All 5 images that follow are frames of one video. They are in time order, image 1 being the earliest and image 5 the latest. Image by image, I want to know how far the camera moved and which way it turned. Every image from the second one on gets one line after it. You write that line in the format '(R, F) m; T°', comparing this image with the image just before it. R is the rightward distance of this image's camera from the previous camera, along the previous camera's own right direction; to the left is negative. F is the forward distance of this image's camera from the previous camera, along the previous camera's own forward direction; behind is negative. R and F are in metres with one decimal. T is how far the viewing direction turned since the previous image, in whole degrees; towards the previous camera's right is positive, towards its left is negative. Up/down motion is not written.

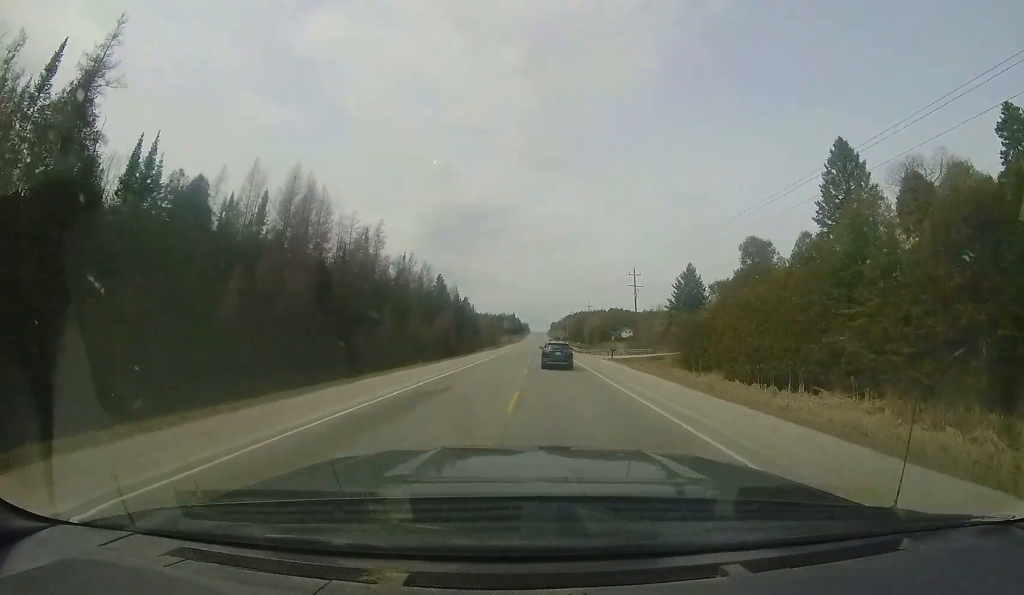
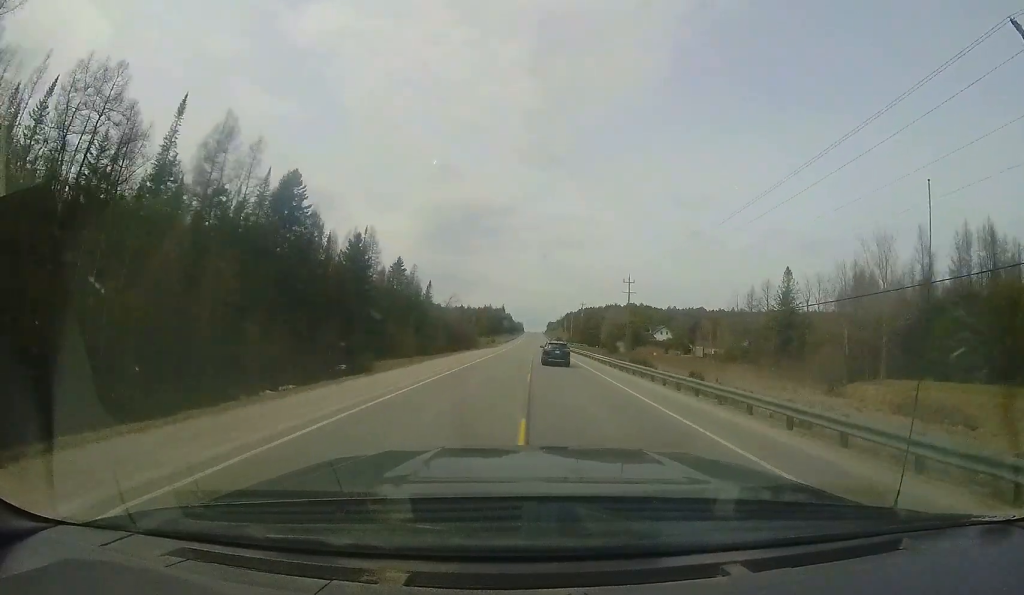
(+1.1, +57.7) m; +5°
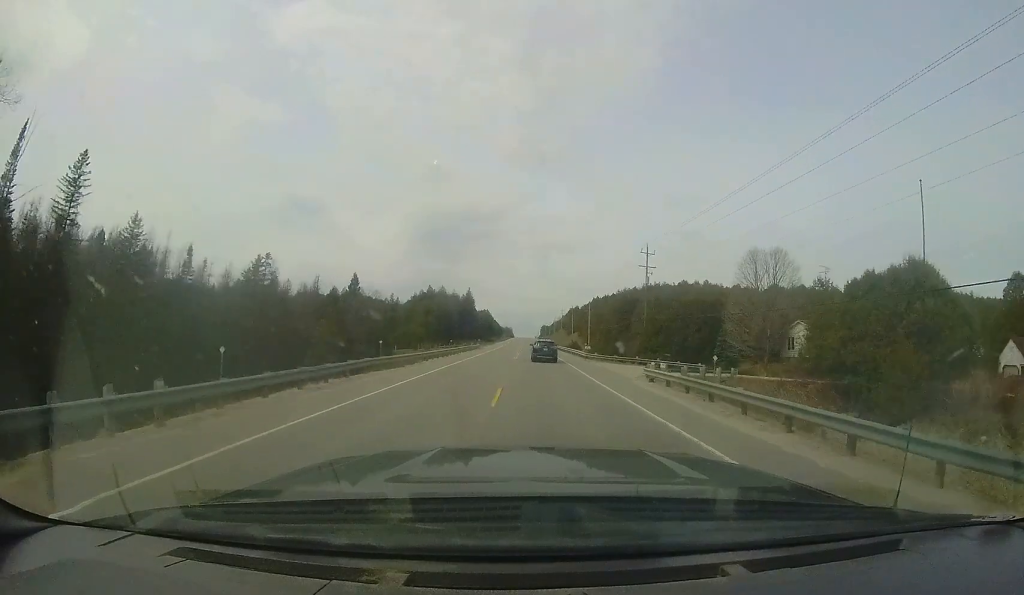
(-2.2, +84.9) m; -3°
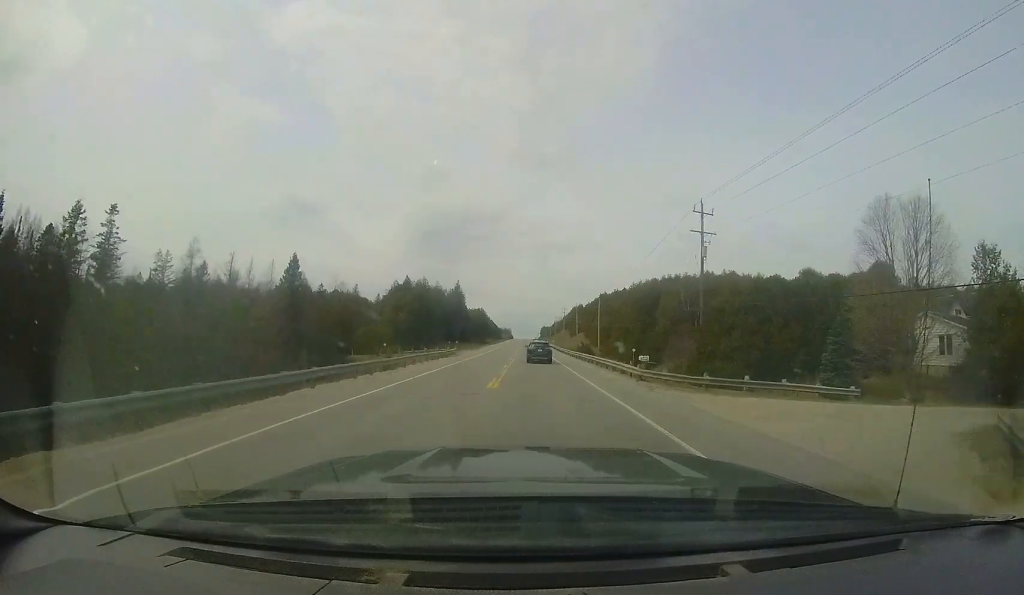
(+0.2, +17.7) m; 0°
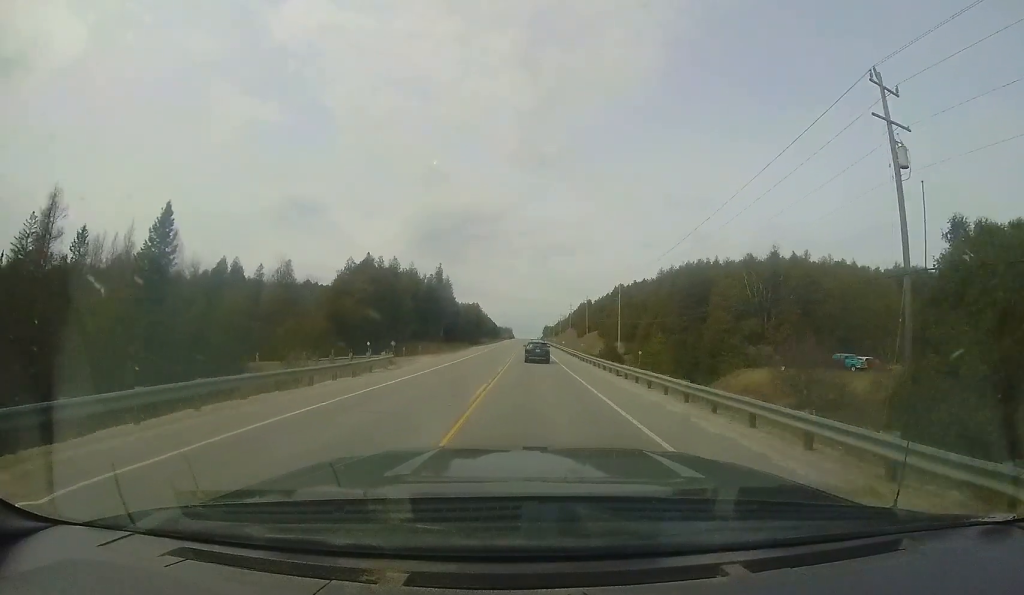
(0.0, +20.8) m; 0°
